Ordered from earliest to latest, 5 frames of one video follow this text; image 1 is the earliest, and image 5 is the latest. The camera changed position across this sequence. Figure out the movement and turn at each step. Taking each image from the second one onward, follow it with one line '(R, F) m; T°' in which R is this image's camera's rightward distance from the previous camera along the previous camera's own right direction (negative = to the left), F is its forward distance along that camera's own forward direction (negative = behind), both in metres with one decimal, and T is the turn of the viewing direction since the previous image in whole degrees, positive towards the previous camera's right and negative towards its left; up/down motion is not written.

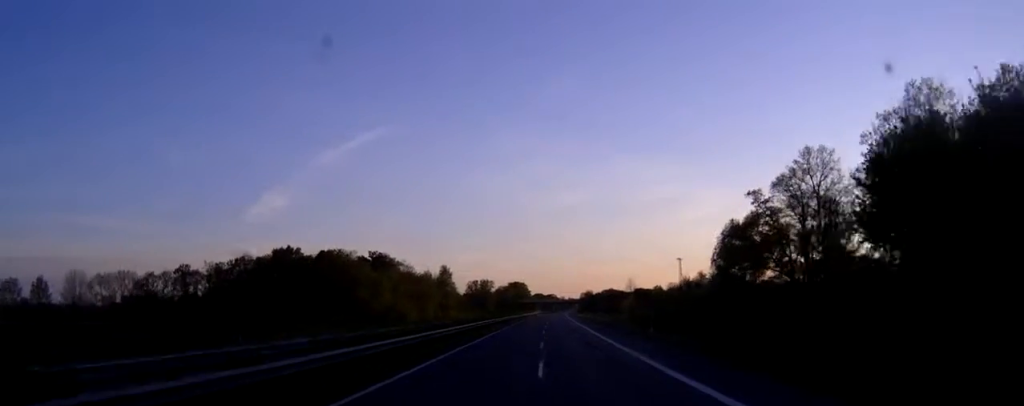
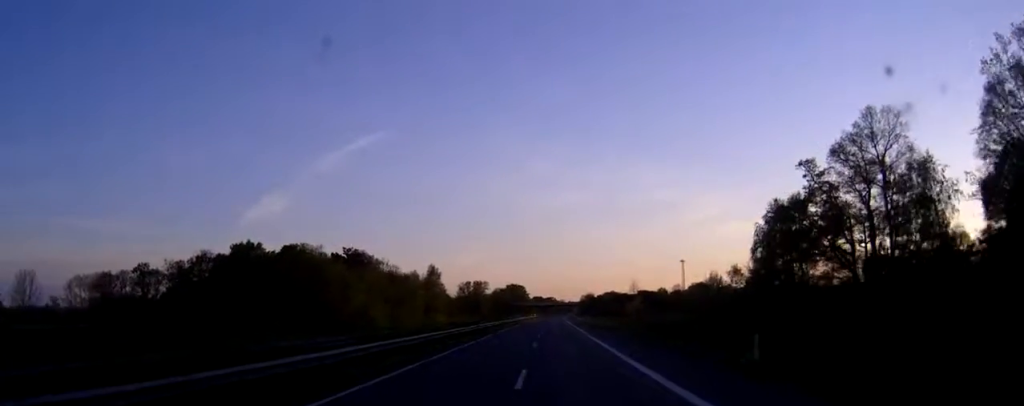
(0.0, +20.1) m; 0°
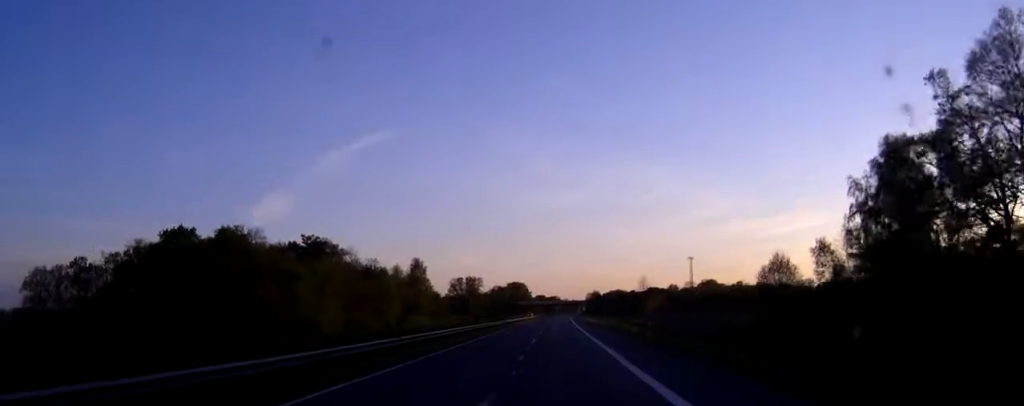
(0.0, +26.9) m; 0°
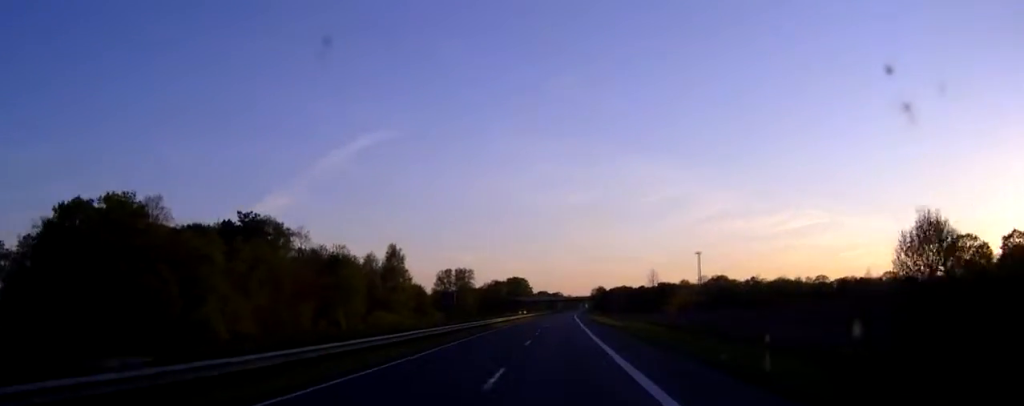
(-0.1, +27.9) m; 0°
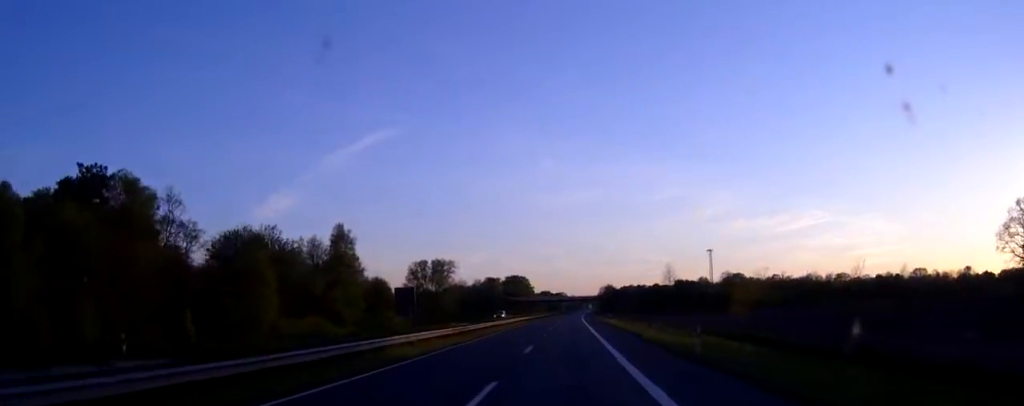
(-0.1, +39.2) m; 0°
